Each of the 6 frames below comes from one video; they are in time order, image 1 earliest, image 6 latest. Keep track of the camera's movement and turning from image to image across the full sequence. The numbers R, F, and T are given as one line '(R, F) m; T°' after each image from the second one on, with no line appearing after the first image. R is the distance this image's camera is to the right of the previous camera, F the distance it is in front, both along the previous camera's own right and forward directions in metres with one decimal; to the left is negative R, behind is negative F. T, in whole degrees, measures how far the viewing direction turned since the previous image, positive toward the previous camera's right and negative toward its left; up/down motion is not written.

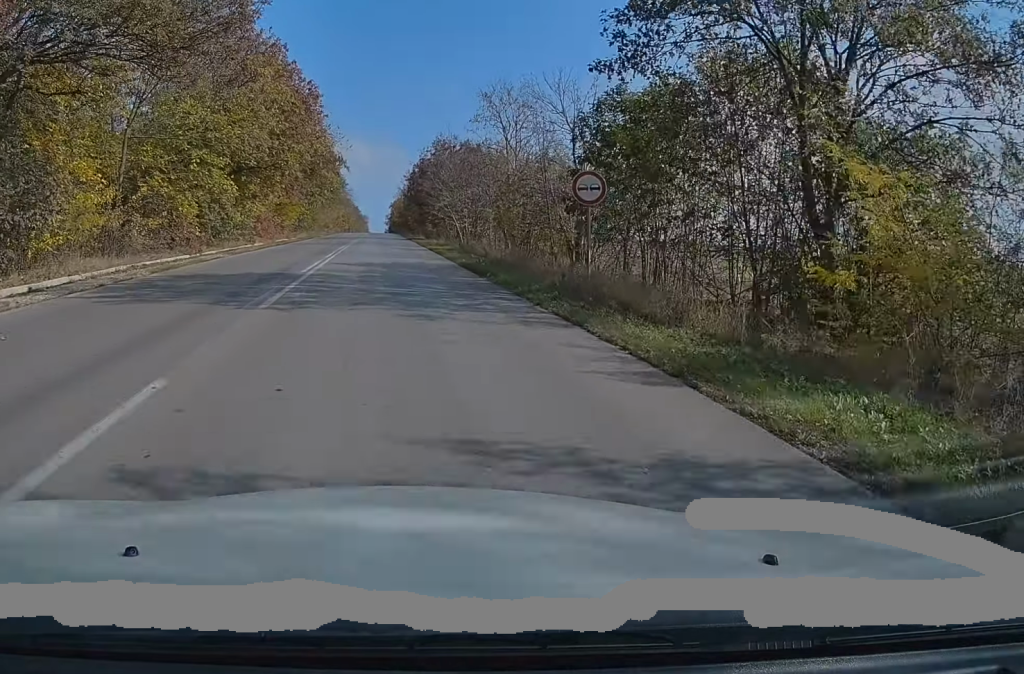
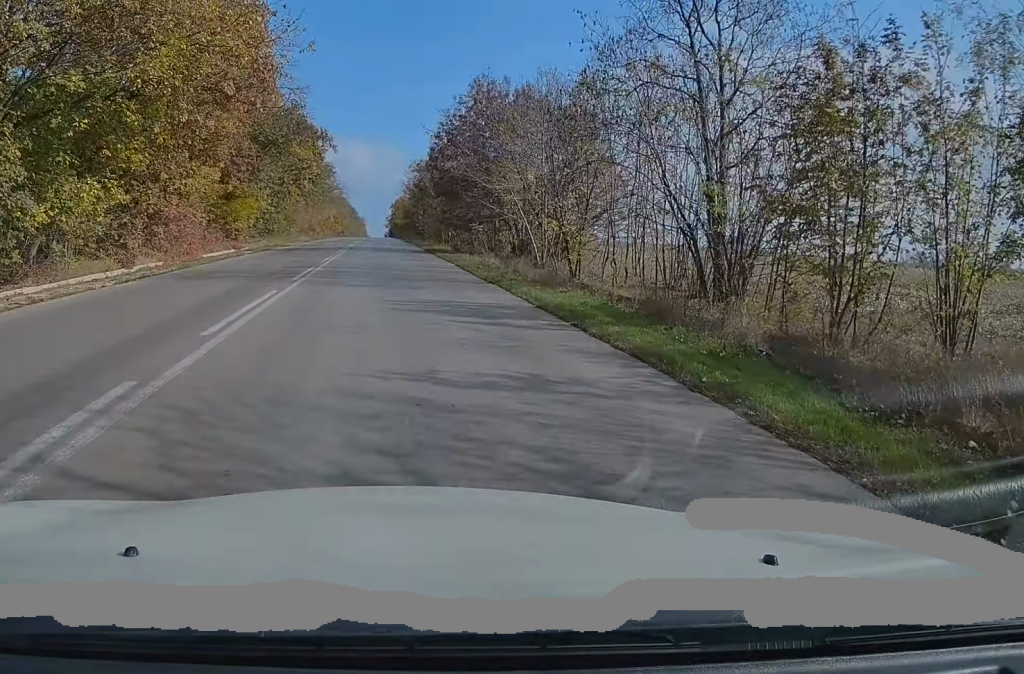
(-0.4, +29.5) m; -1°
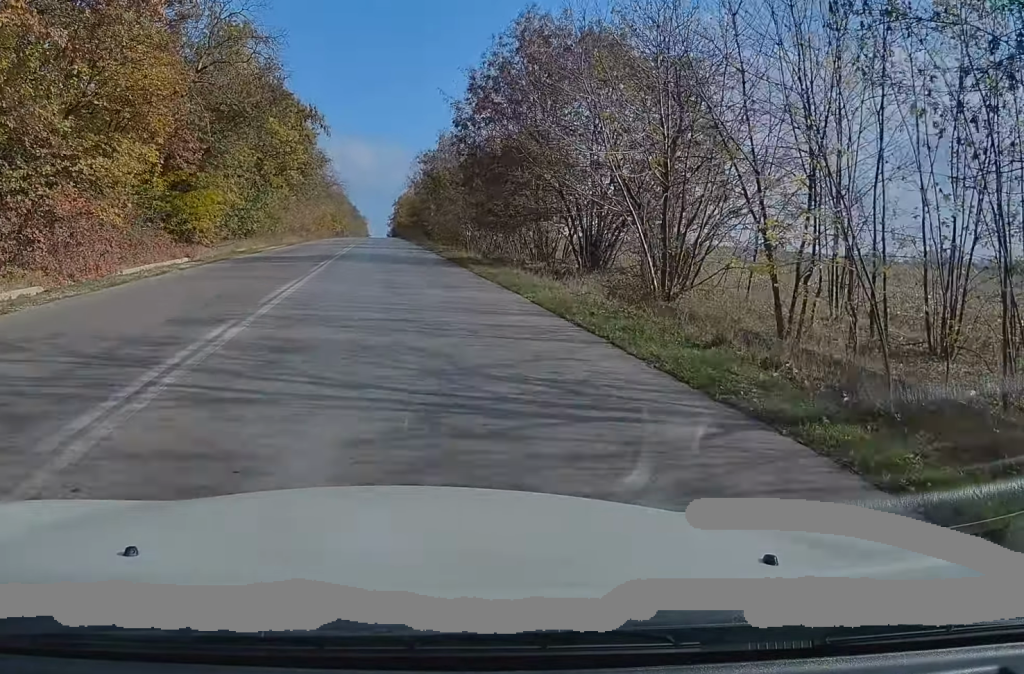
(0.0, +13.5) m; 0°
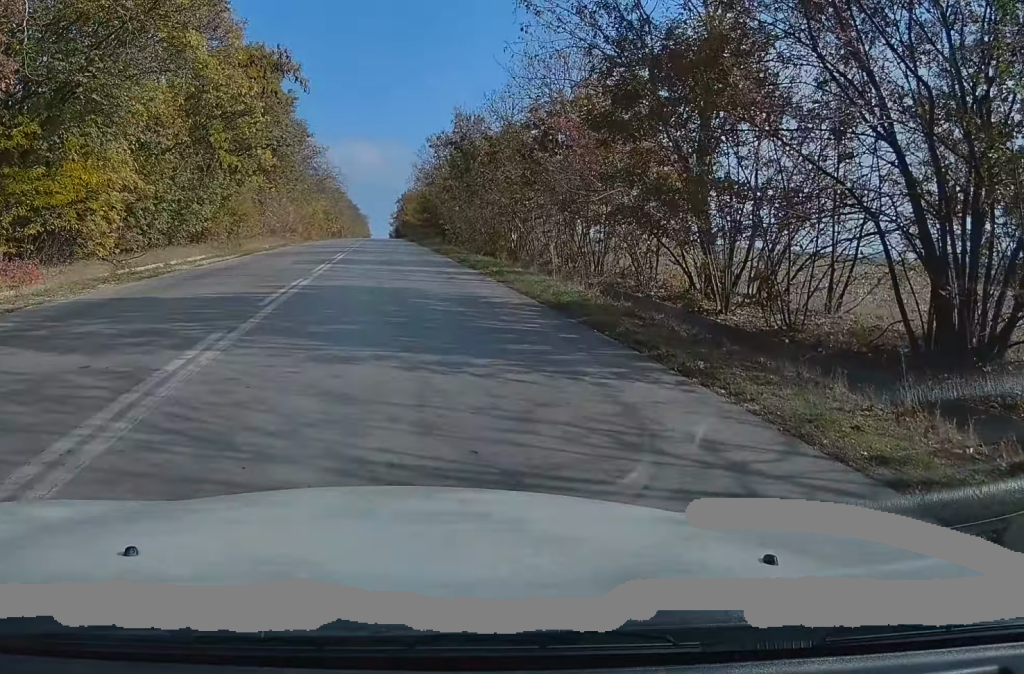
(0.0, +19.0) m; 0°
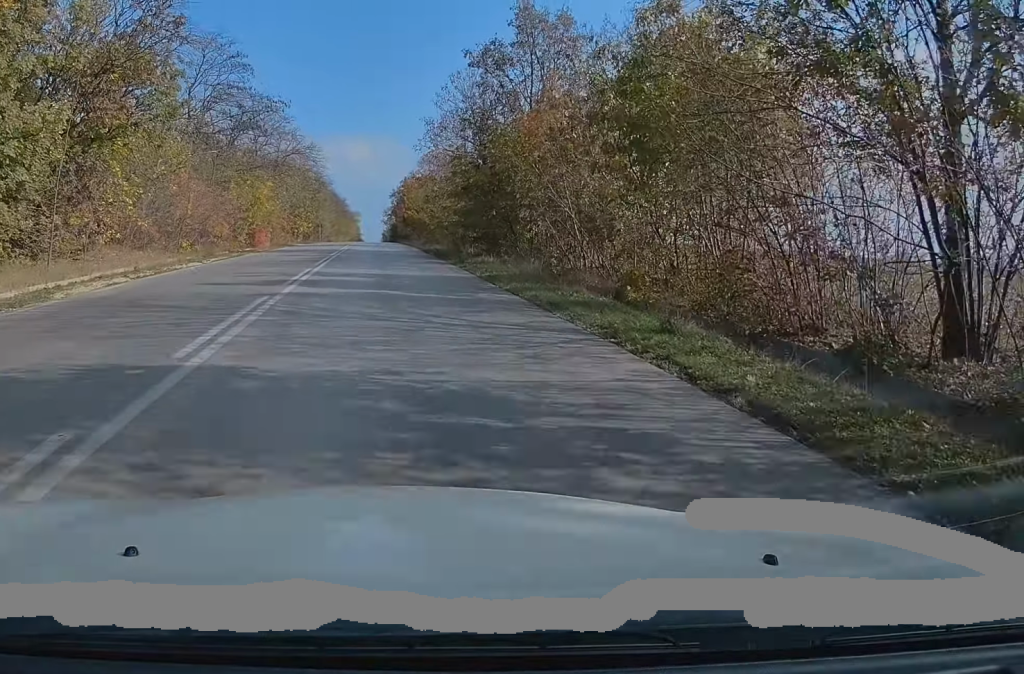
(+0.9, +40.3) m; +1°
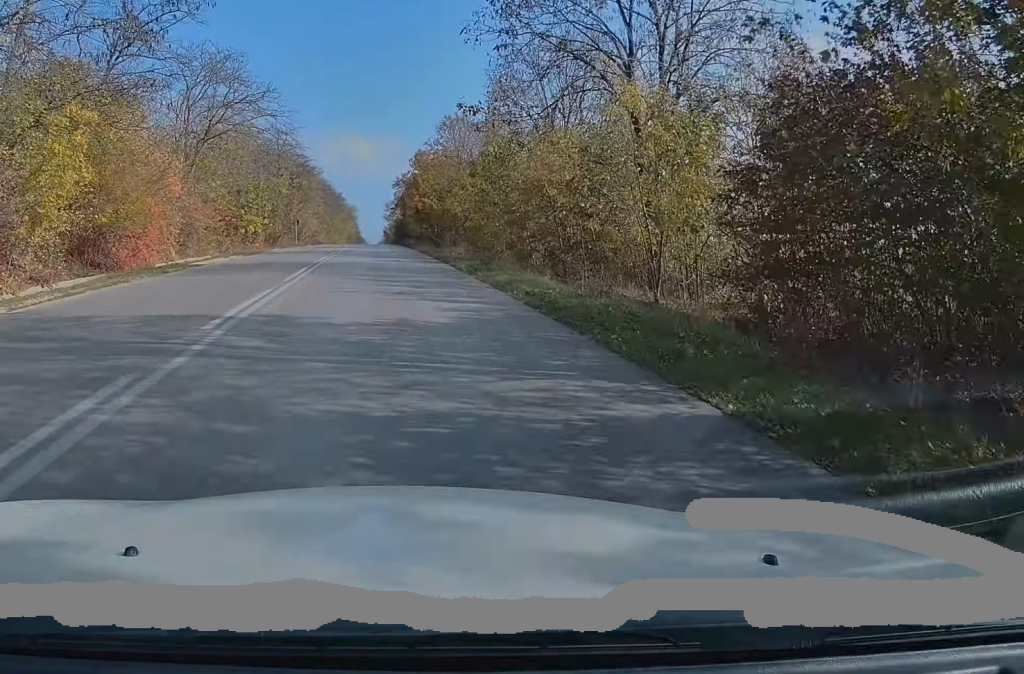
(-0.7, +33.9) m; -1°
